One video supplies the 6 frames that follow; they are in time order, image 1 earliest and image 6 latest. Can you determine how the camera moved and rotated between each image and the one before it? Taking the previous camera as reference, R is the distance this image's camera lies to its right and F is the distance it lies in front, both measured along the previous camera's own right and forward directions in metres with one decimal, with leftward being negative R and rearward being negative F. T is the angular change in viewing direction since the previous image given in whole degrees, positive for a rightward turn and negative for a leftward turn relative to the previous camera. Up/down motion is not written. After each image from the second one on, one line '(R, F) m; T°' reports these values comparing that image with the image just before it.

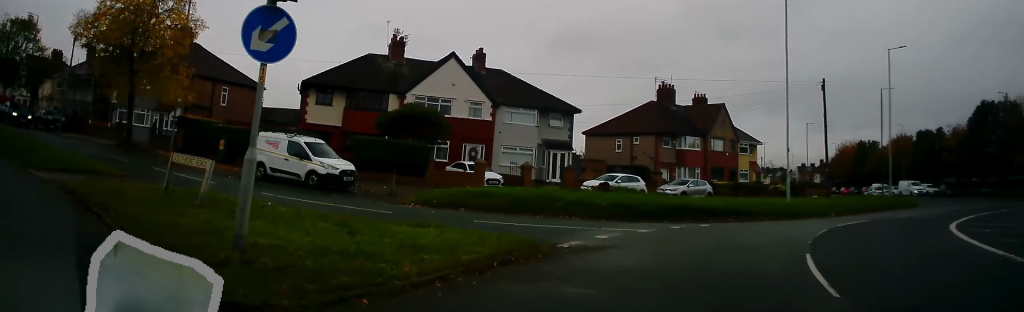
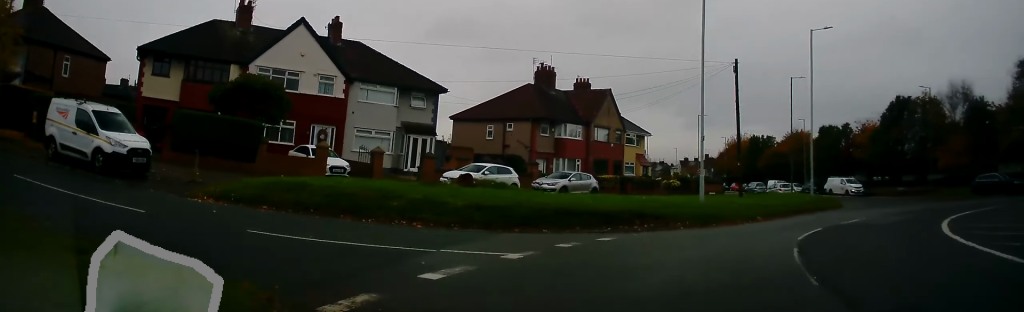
(+0.8, +5.4) m; +12°
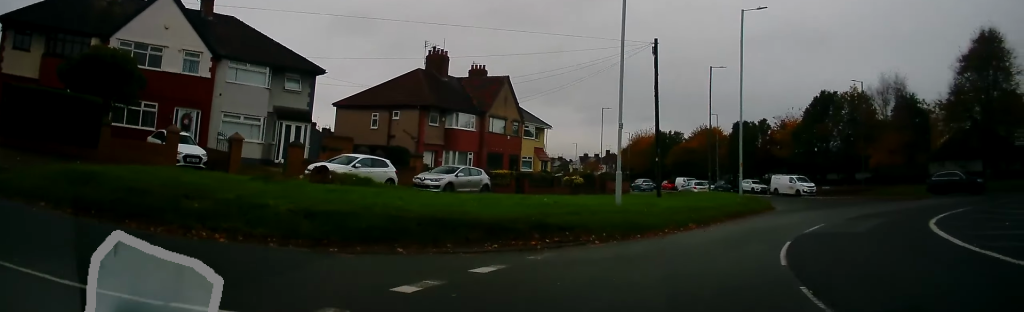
(+0.3, +4.4) m; +8°
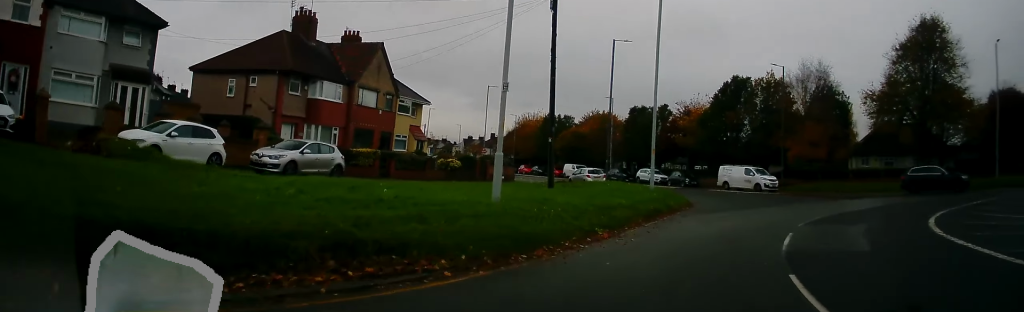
(+0.2, +5.5) m; +10°
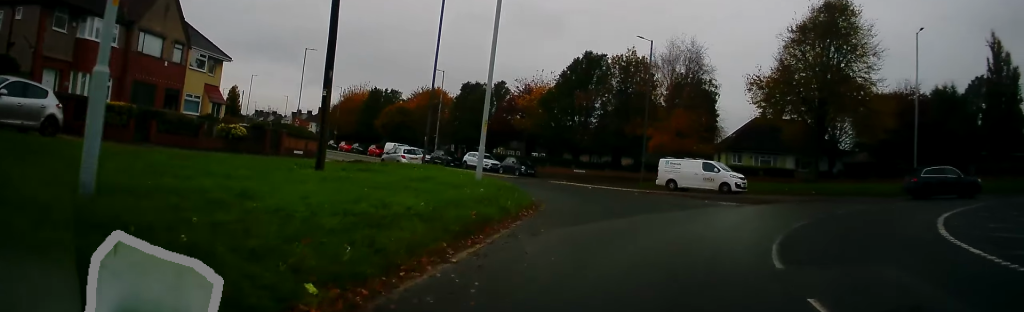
(+1.2, +7.9) m; +17°
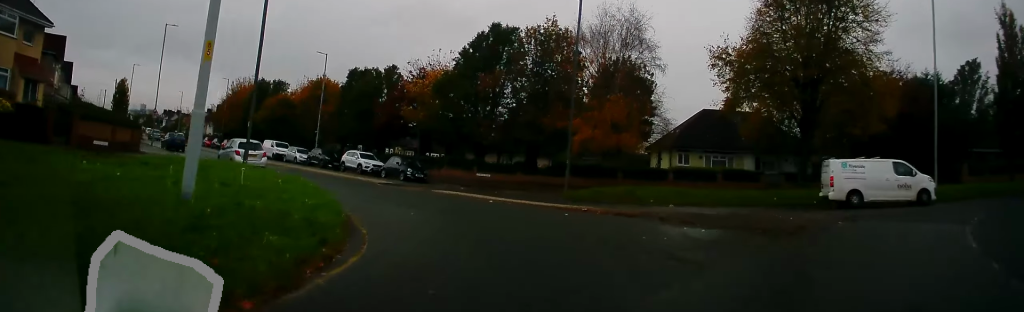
(+1.5, +10.7) m; +8°
